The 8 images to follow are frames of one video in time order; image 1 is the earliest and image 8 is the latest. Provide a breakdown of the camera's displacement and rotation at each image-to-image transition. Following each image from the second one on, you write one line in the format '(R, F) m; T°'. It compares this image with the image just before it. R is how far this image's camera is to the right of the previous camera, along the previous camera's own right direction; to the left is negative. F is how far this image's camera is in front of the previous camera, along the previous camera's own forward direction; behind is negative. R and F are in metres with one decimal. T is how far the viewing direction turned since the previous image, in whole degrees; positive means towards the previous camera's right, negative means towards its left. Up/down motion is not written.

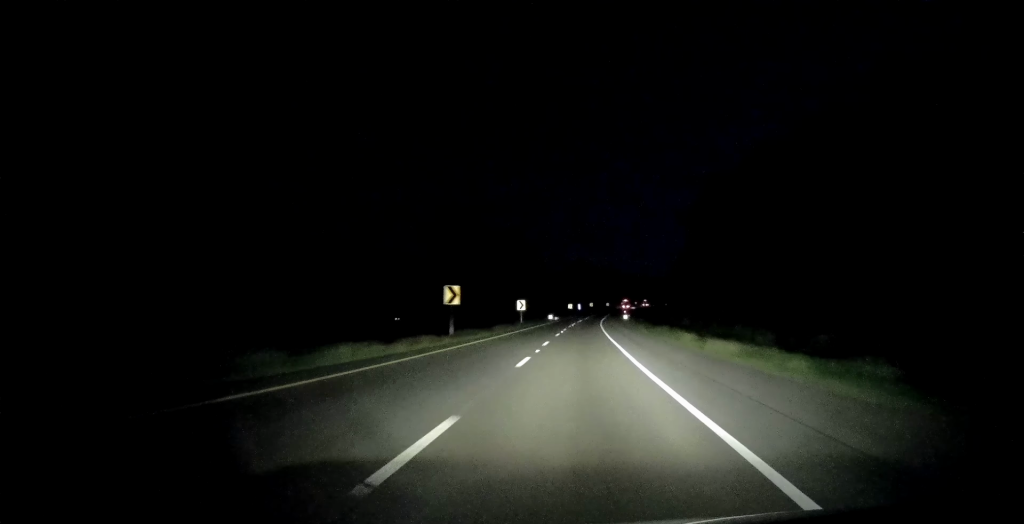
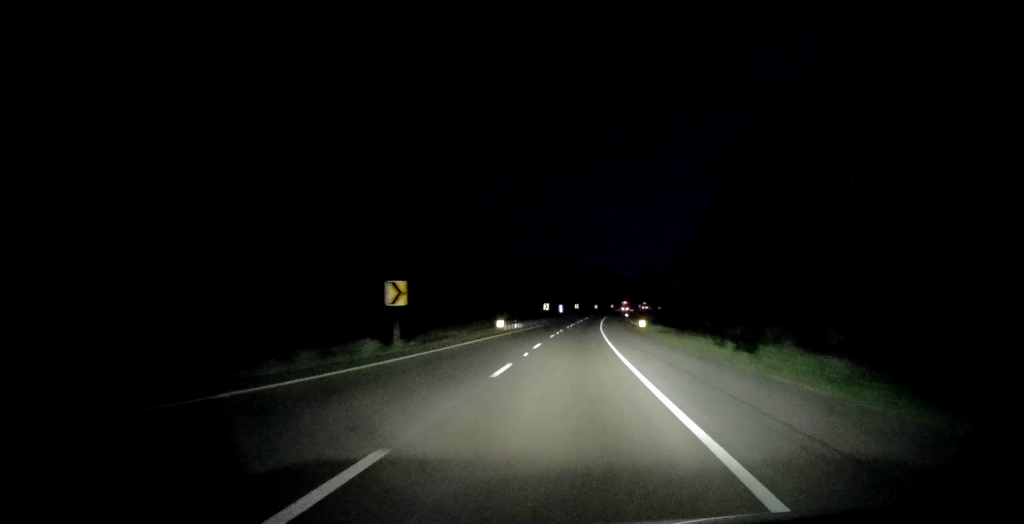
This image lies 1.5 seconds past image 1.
(+1.0, +50.2) m; +2°
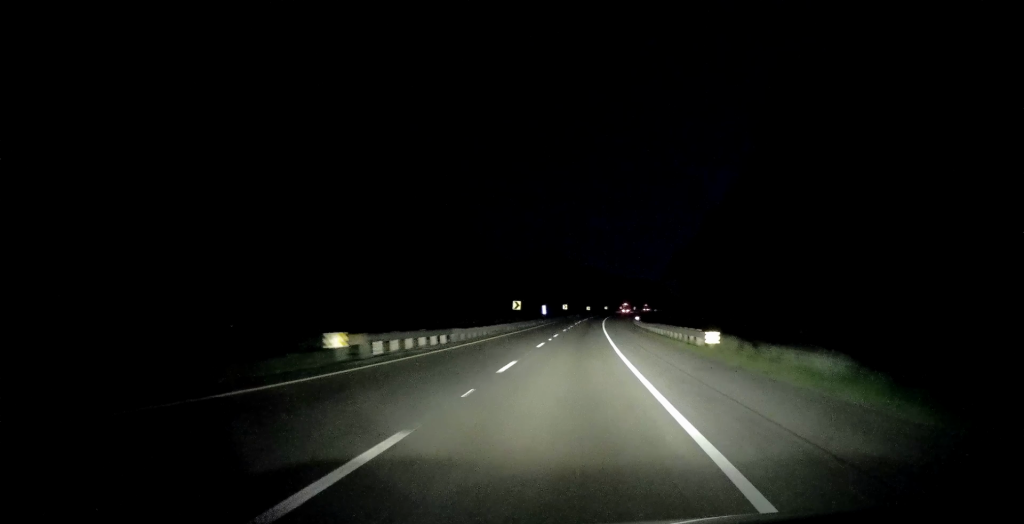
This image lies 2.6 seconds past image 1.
(+0.3, +35.1) m; +1°
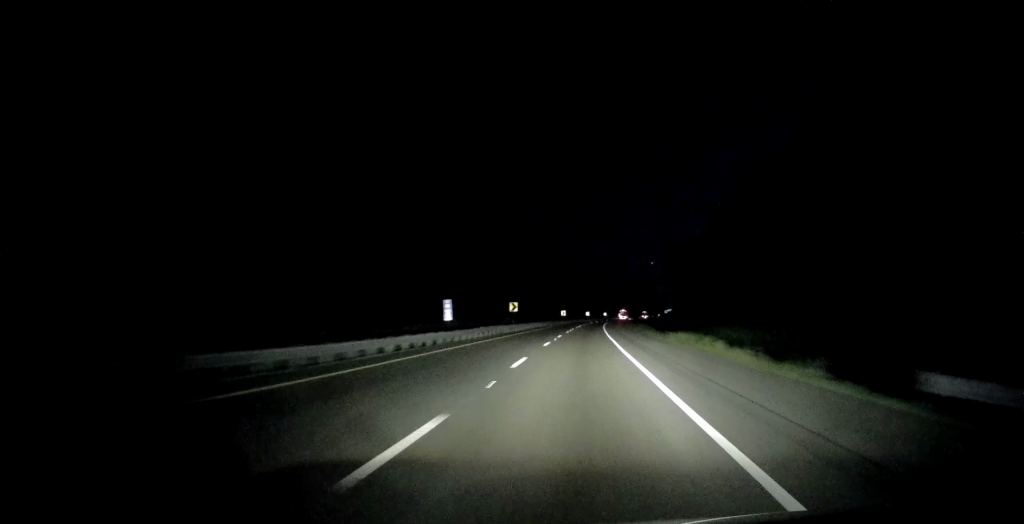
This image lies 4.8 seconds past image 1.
(+1.2, +71.1) m; +3°
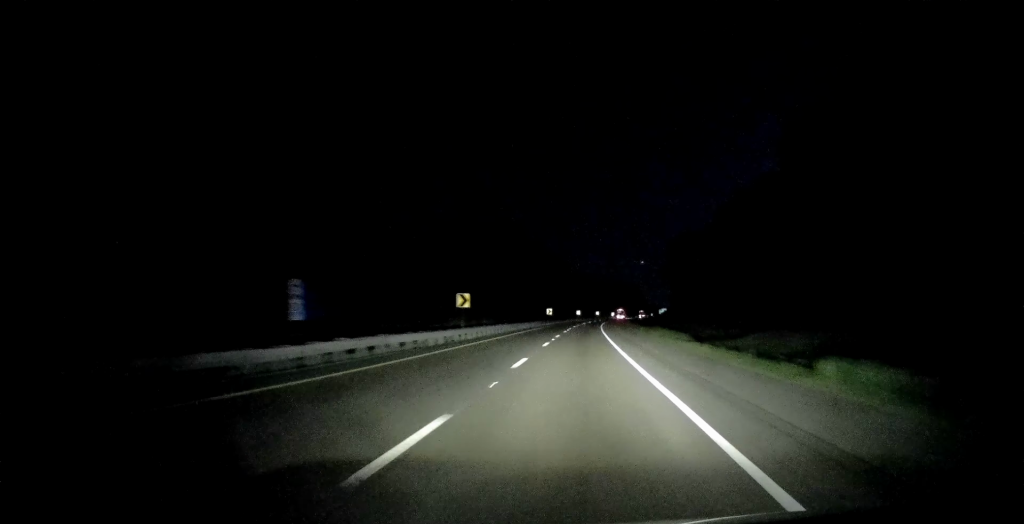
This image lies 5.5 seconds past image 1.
(+0.3, +23.9) m; +1°
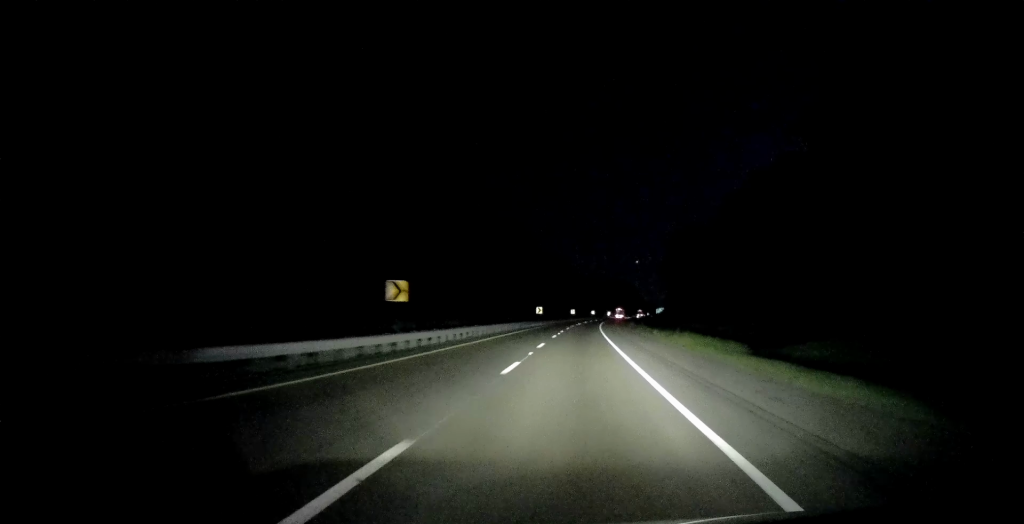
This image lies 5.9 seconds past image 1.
(+0.1, +14.0) m; +1°
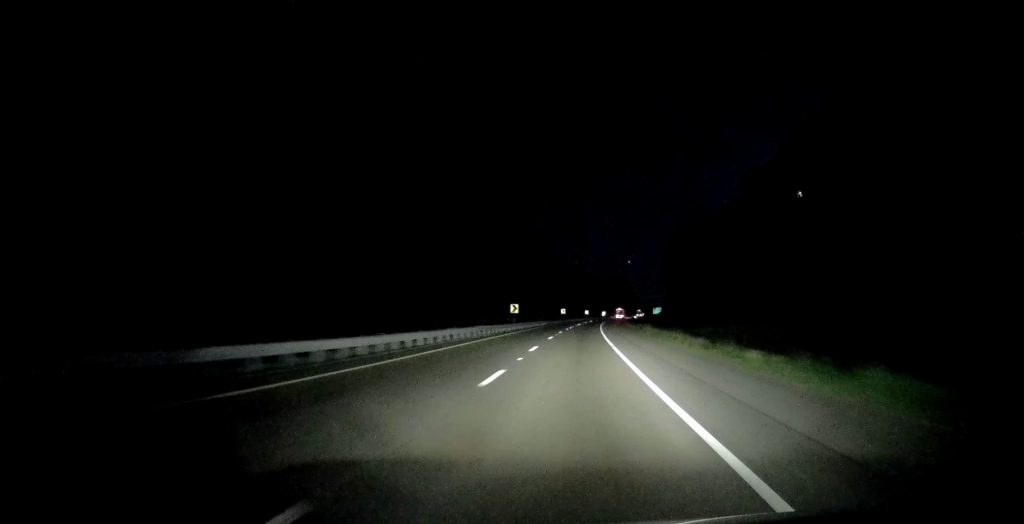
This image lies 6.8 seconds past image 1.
(+0.4, +26.9) m; +1°
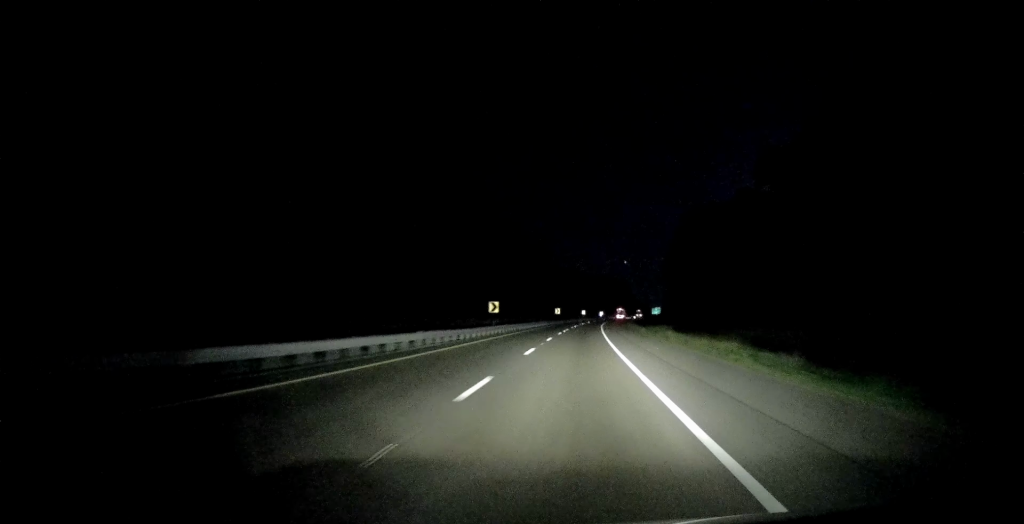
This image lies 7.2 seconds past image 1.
(+0.1, +13.9) m; 0°
